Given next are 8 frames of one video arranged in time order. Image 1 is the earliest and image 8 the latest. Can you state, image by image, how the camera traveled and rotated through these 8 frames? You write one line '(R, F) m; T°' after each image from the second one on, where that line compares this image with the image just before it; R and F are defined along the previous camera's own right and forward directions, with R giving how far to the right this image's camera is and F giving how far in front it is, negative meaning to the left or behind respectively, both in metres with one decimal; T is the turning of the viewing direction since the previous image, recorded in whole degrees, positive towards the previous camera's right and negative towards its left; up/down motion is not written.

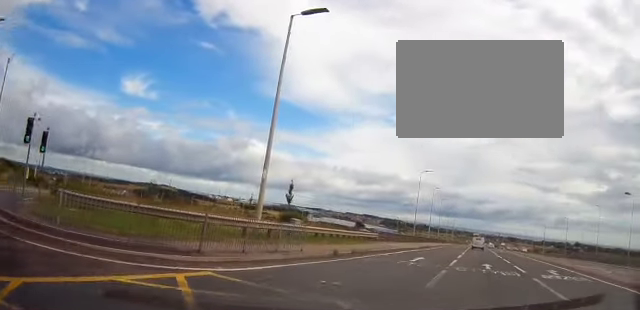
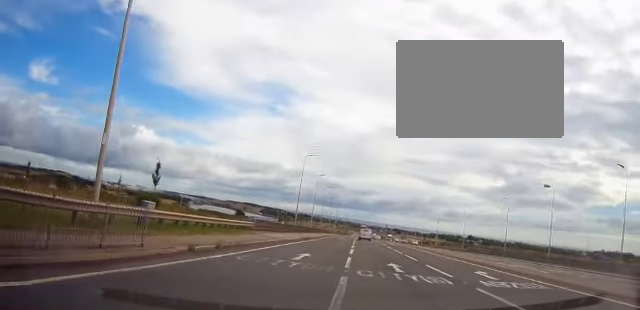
(+1.0, +4.8) m; +15°
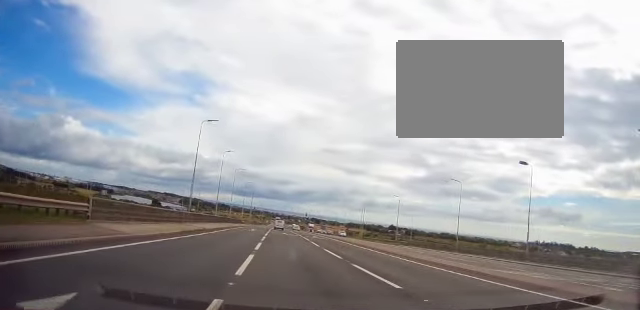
(+2.0, +13.4) m; +7°
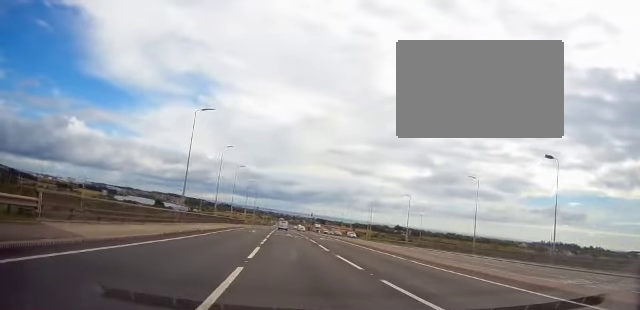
(0.0, +4.2) m; -2°
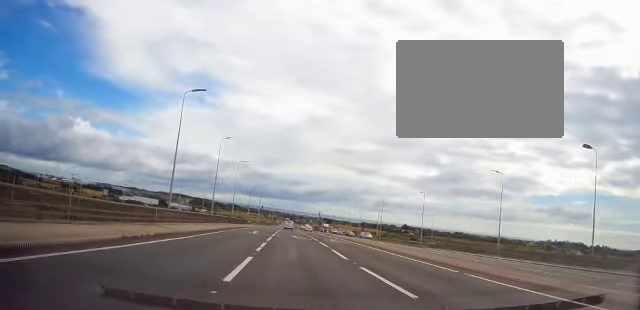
(-0.1, +5.6) m; 0°
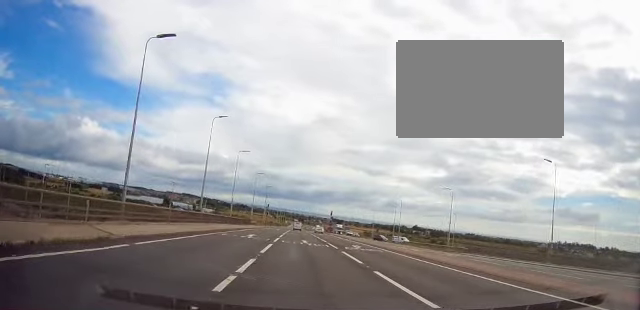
(0.0, +10.1) m; +1°
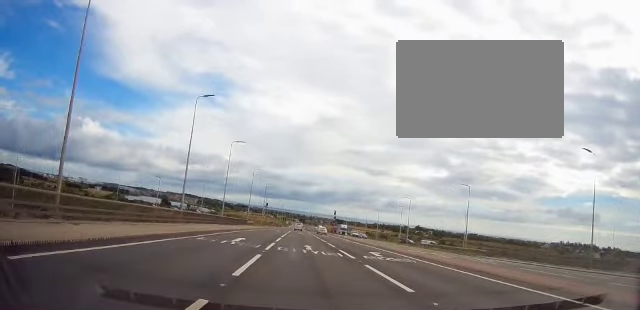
(0.0, +6.8) m; 0°
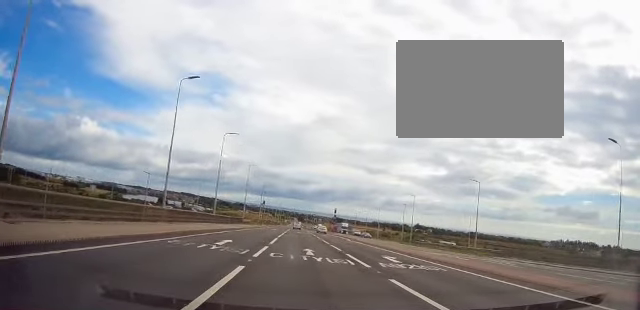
(0.0, +4.2) m; 0°
